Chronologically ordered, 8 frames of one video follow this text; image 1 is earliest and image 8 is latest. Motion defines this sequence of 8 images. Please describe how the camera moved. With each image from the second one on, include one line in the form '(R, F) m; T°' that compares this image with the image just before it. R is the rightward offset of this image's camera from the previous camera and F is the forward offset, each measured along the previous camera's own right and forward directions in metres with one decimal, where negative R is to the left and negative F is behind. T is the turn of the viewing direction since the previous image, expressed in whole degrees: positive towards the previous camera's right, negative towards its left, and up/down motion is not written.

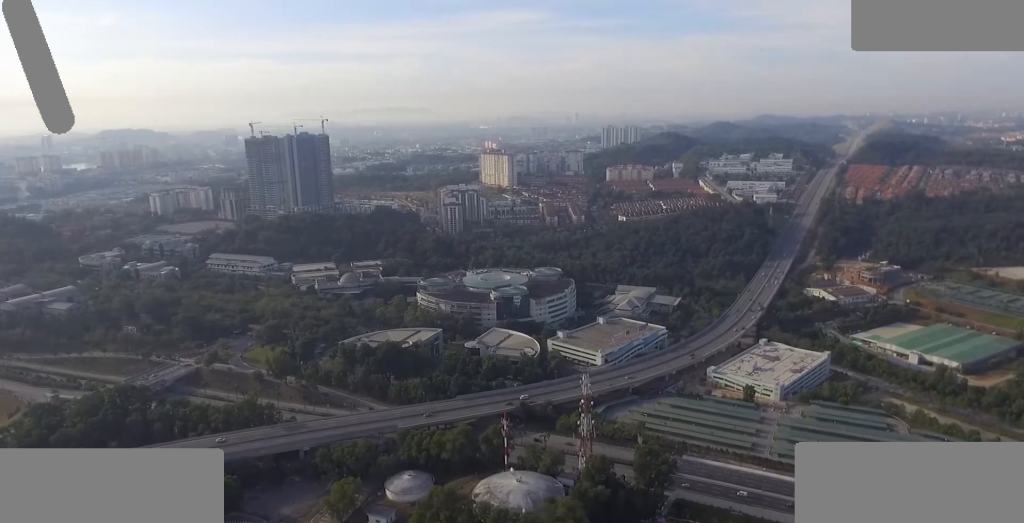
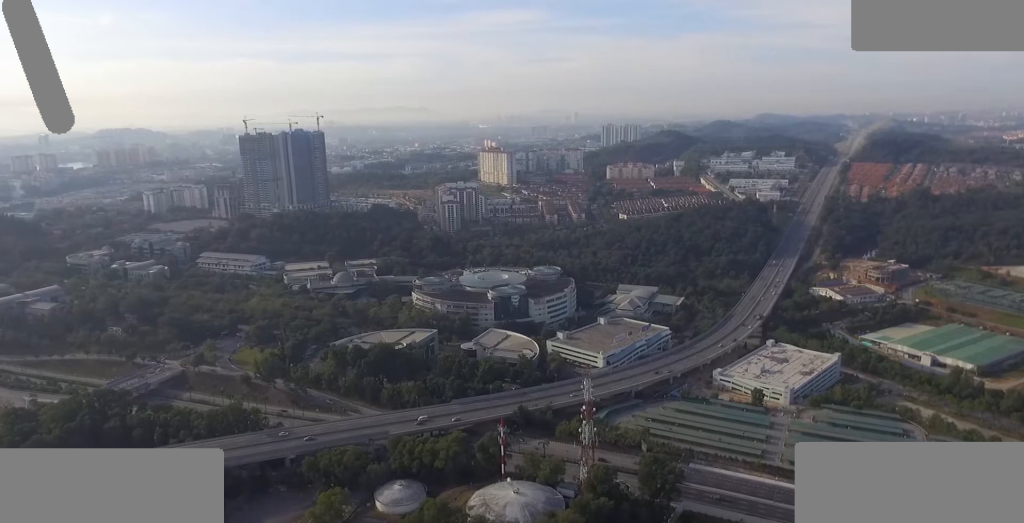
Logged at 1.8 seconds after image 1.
(-0.1, +17.6) m; 0°
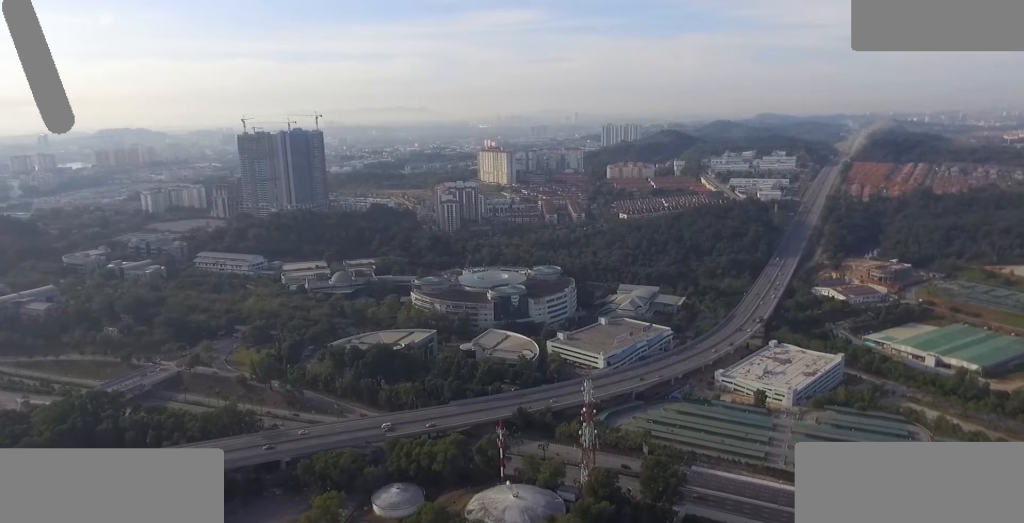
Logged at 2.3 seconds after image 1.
(0.0, +5.6) m; 0°
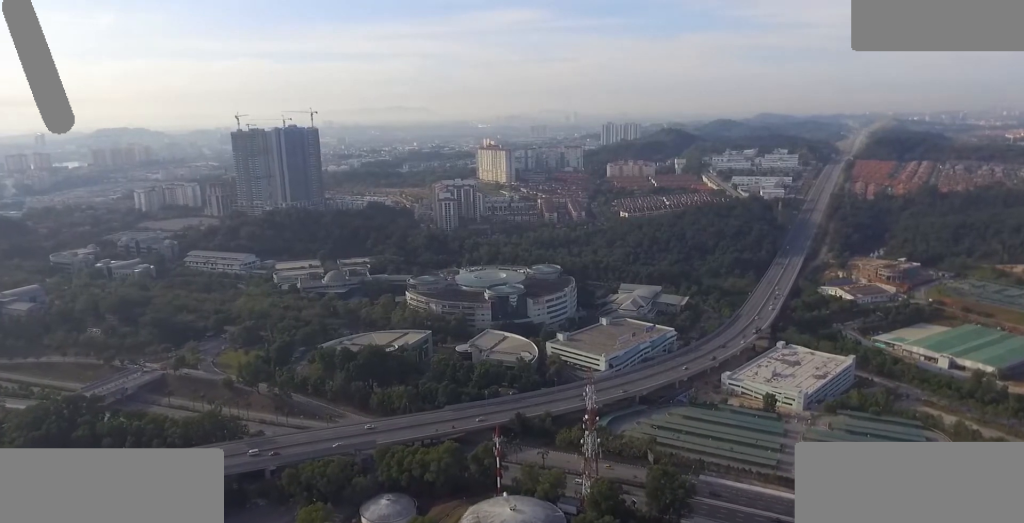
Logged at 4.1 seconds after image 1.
(0.0, +17.5) m; 0°
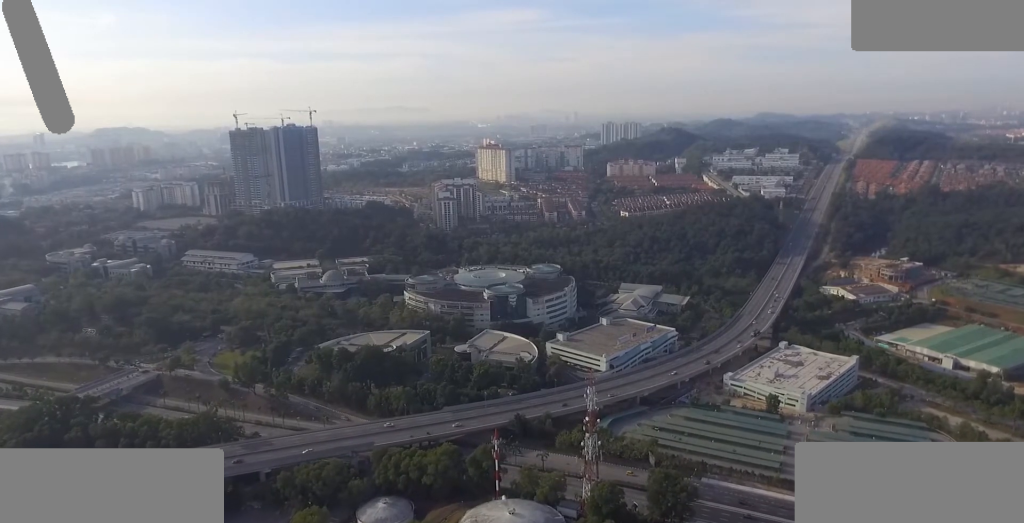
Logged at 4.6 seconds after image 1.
(0.0, +4.8) m; 0°
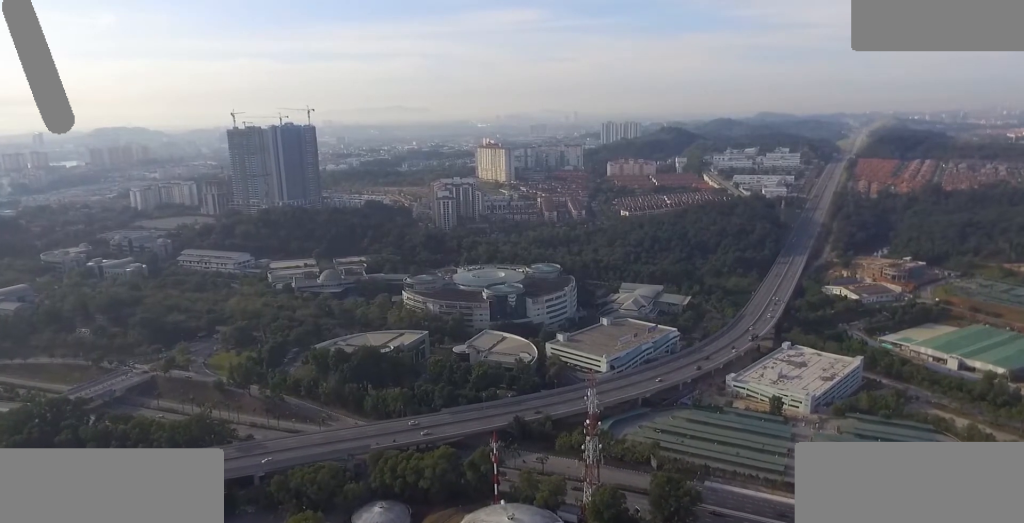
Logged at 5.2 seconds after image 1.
(0.0, +6.4) m; 0°
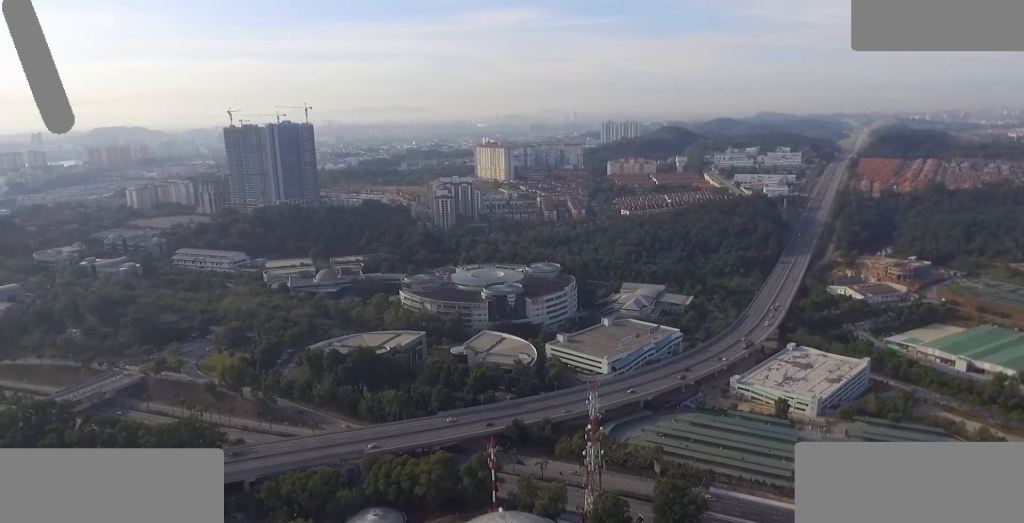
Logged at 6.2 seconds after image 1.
(0.0, +9.5) m; 0°
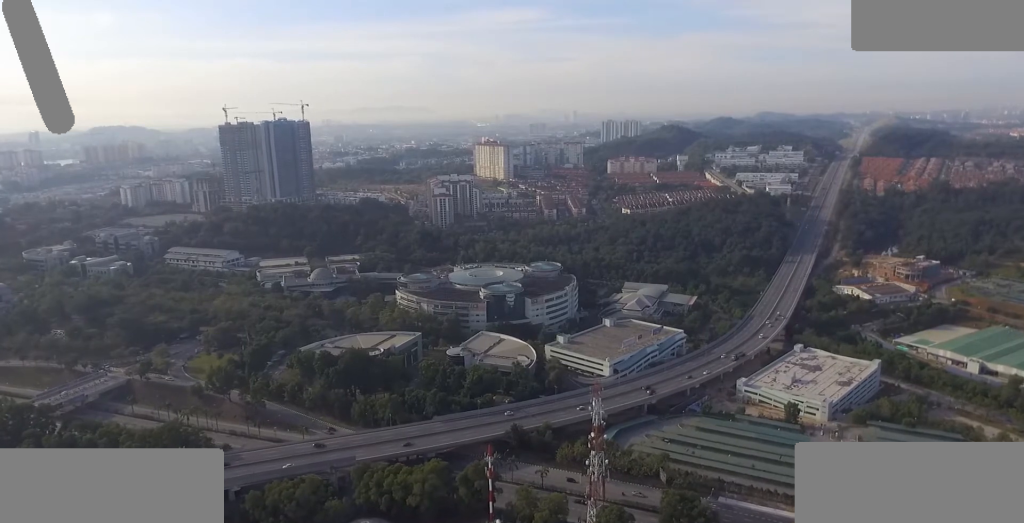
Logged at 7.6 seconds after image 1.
(-0.1, +13.9) m; 0°
